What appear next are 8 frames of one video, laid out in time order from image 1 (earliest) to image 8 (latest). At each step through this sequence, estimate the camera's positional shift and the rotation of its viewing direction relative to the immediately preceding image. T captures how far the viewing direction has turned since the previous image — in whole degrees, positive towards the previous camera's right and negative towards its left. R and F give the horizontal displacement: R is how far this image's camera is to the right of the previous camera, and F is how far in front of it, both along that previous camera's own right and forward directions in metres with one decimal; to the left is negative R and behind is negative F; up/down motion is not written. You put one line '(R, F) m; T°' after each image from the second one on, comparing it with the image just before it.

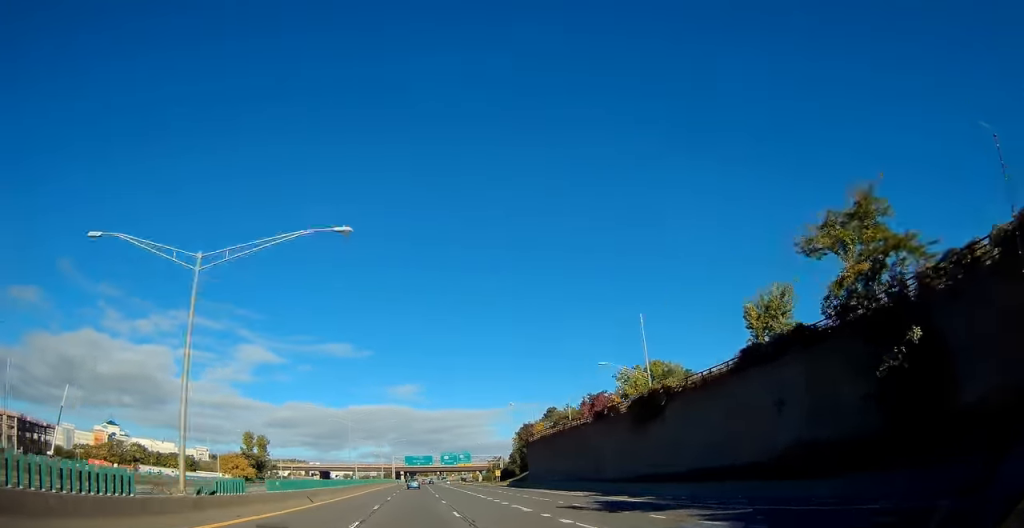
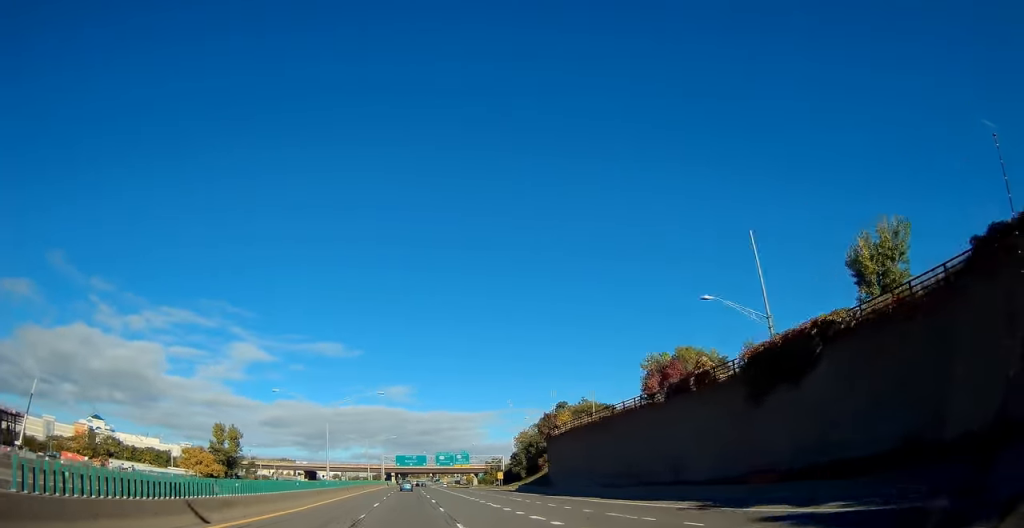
(+0.2, +18.3) m; +2°
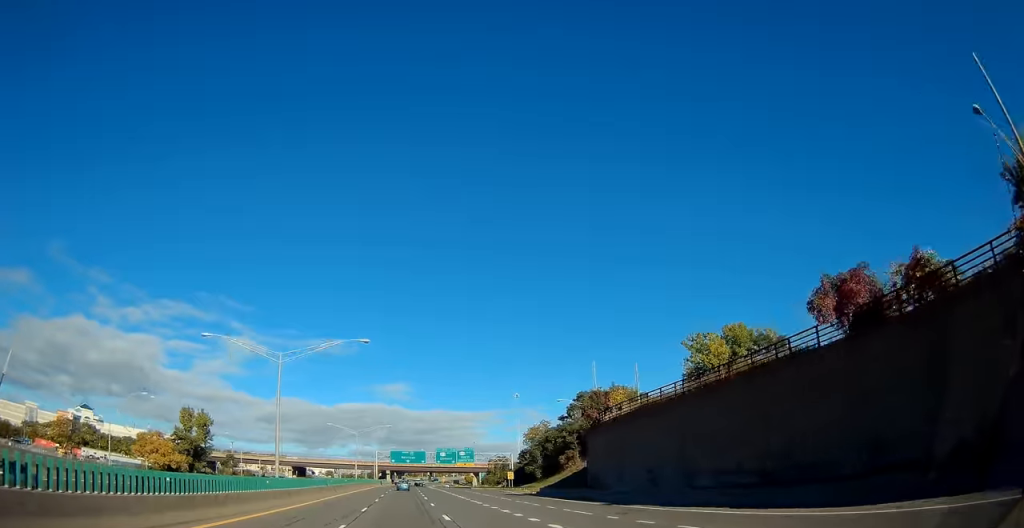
(+0.6, +19.4) m; +1°
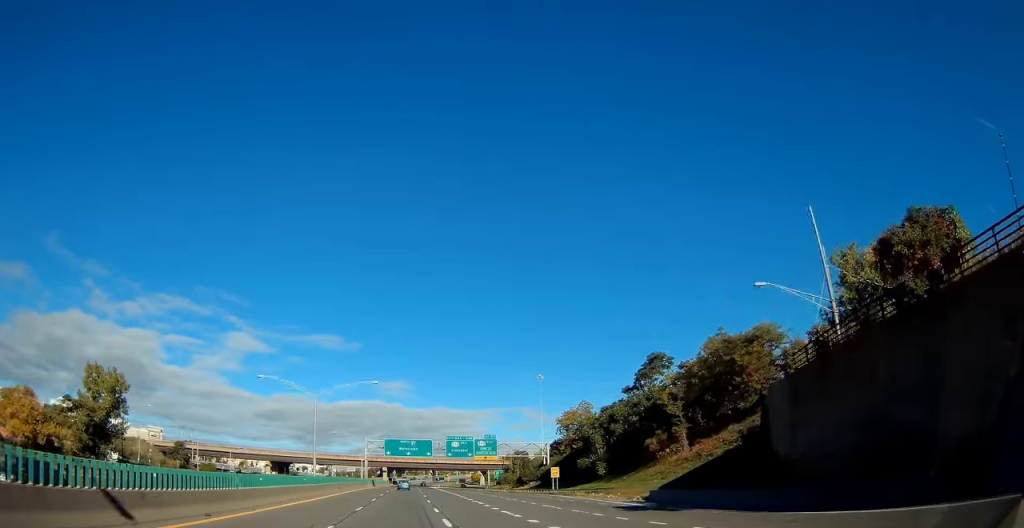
(+0.3, +37.3) m; 0°
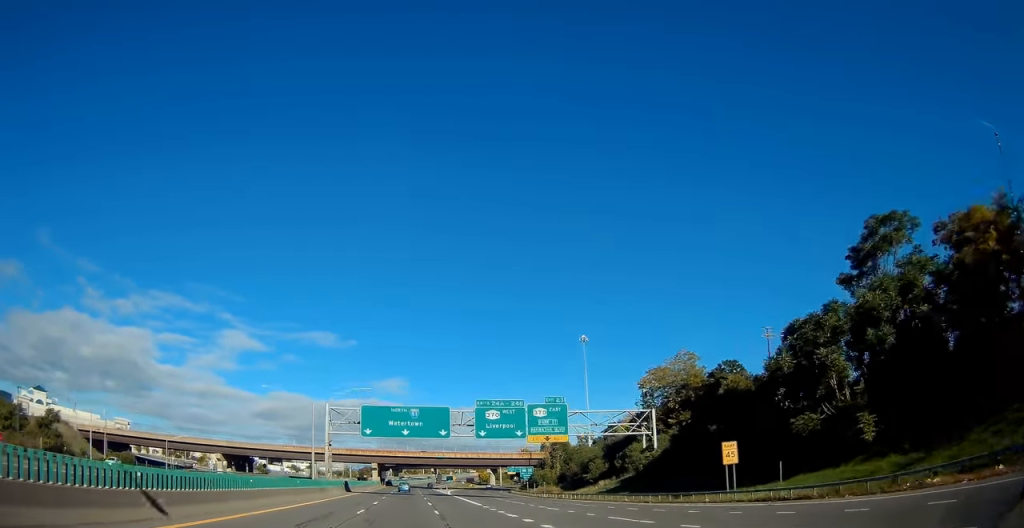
(0.0, +49.2) m; 0°
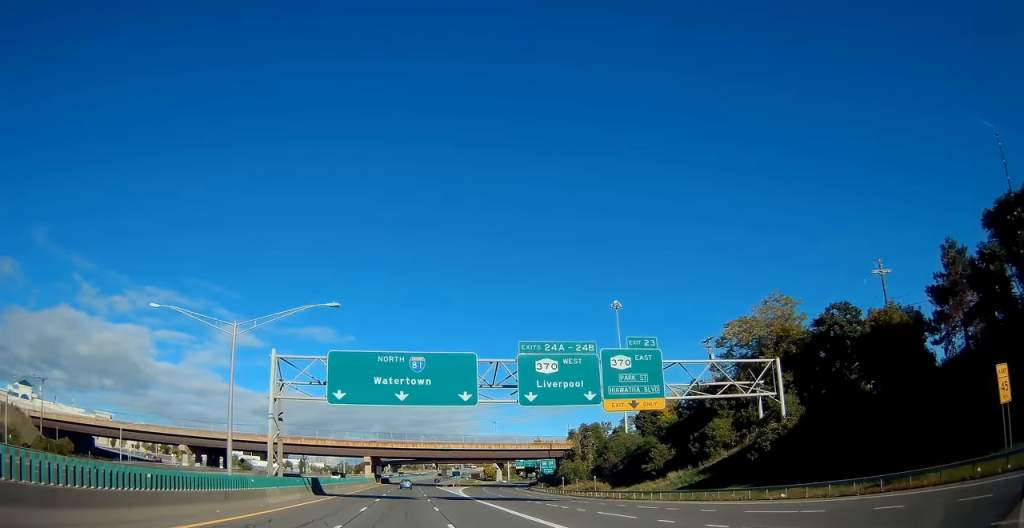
(-0.1, +23.5) m; 0°
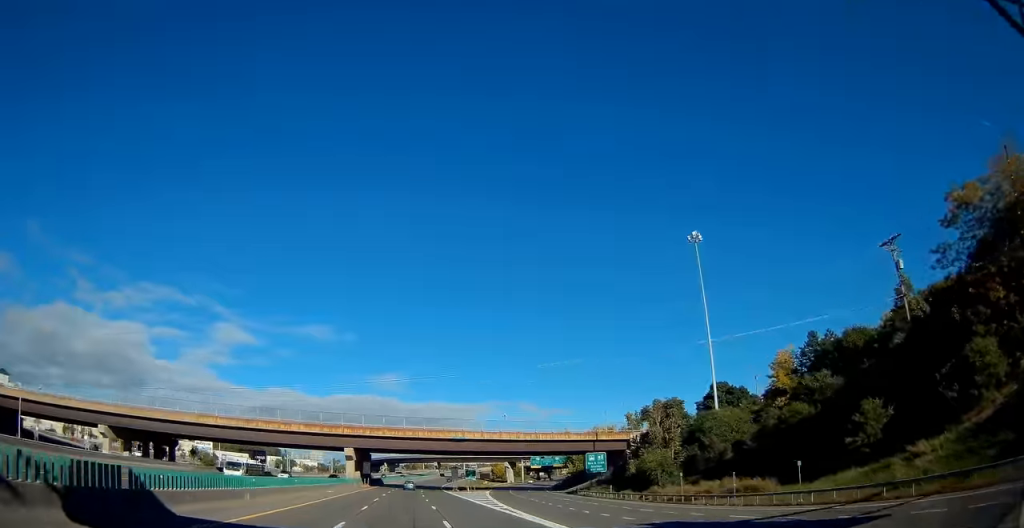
(-0.1, +34.8) m; 0°
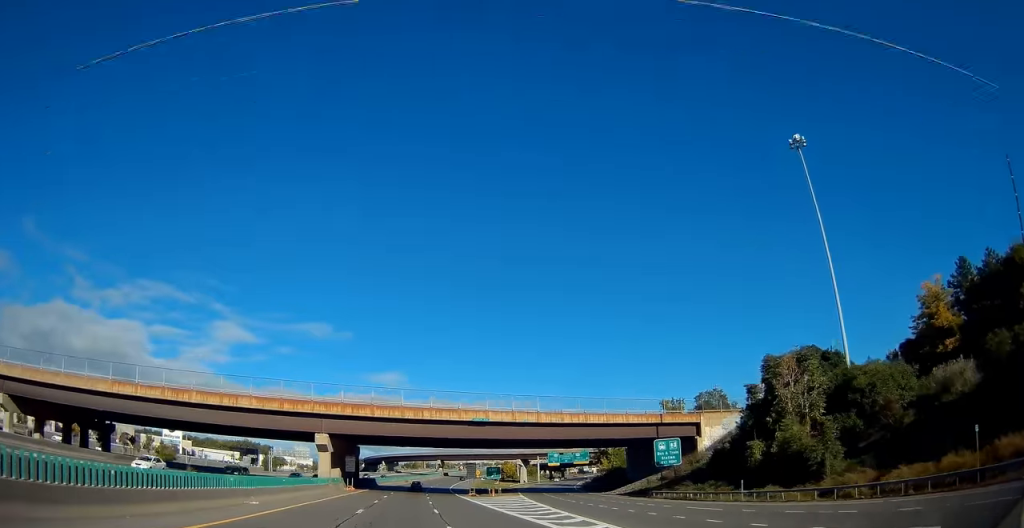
(+0.3, +27.0) m; +1°
